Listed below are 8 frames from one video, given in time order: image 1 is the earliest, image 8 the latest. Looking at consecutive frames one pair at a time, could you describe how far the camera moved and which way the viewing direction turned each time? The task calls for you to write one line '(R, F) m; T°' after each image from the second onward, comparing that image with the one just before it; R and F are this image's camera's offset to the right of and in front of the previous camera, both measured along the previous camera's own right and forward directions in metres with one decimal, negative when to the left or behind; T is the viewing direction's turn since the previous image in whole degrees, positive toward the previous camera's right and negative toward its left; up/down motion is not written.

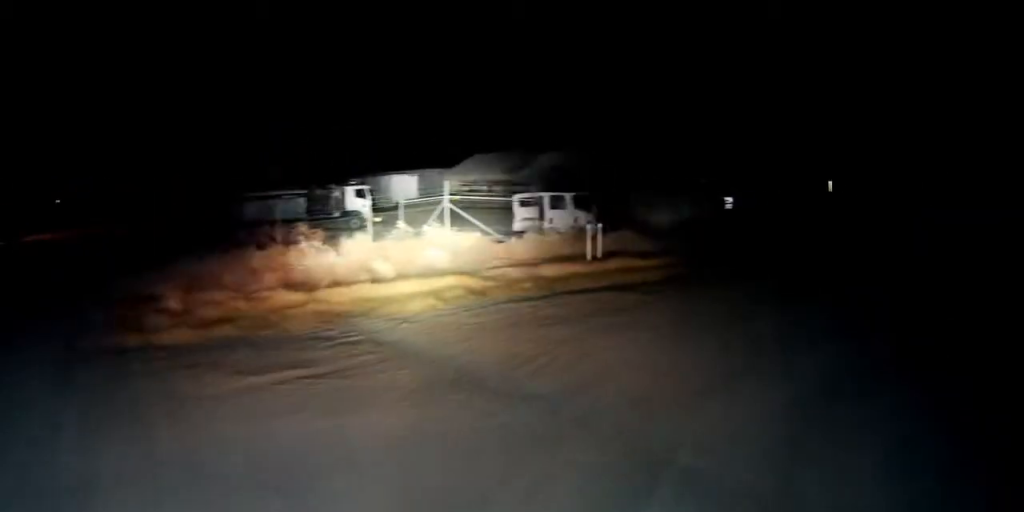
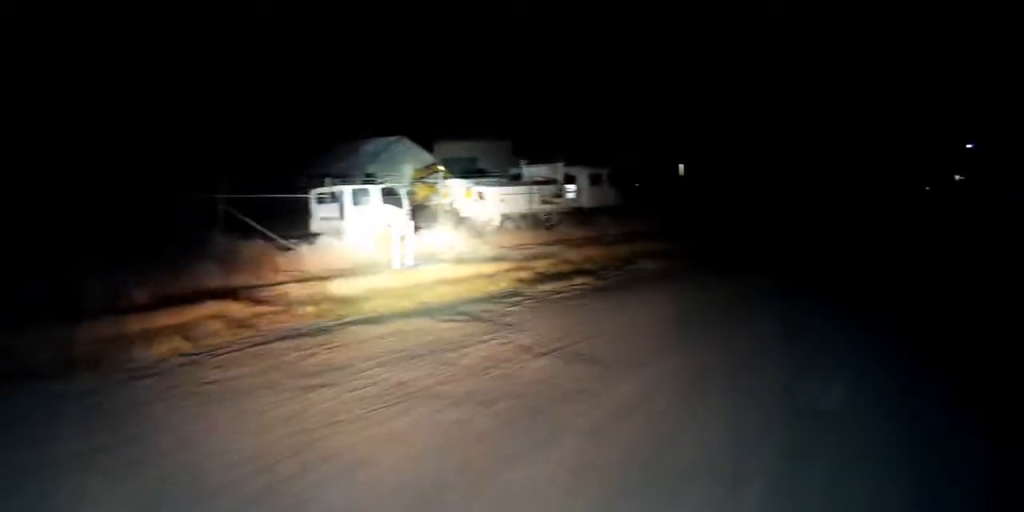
(+0.4, +5.2) m; +11°
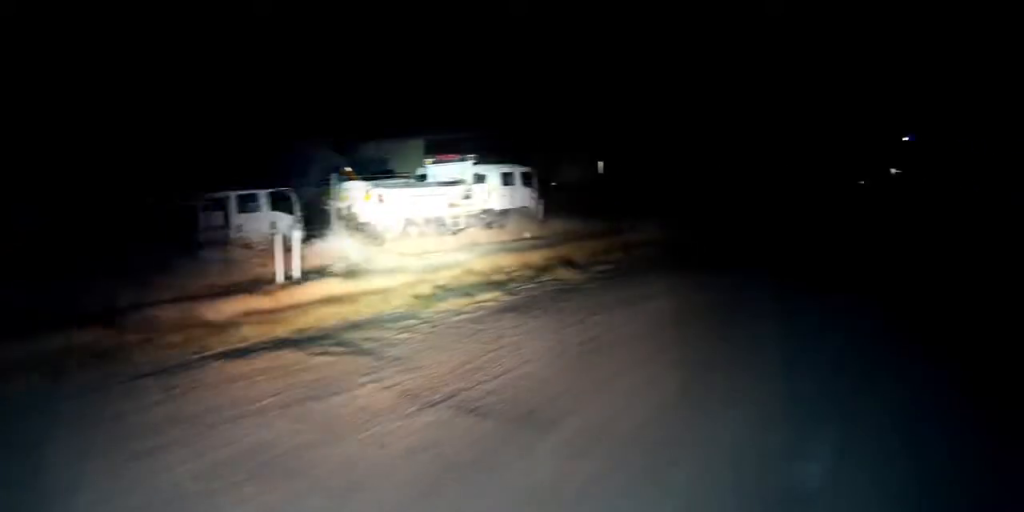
(0.0, +2.6) m; +6°
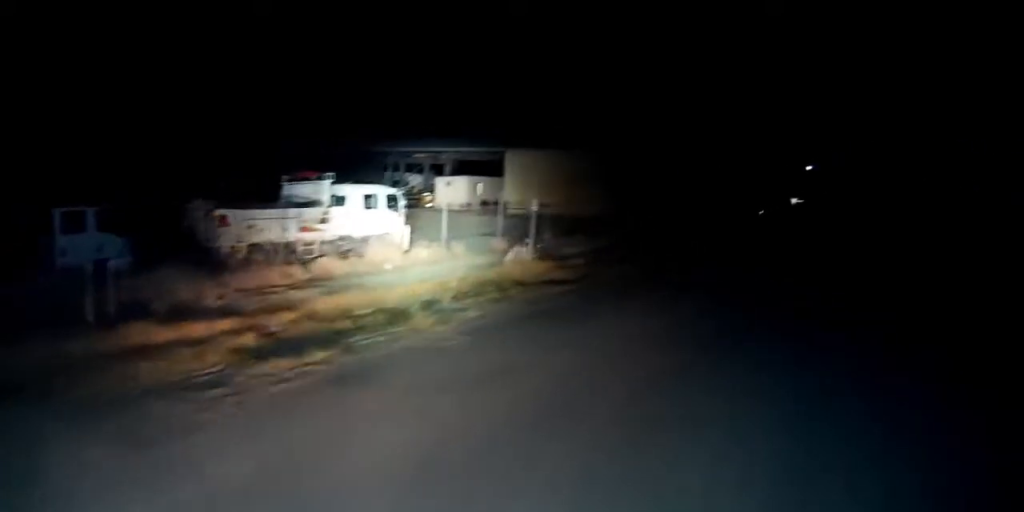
(+0.3, +3.5) m; +8°
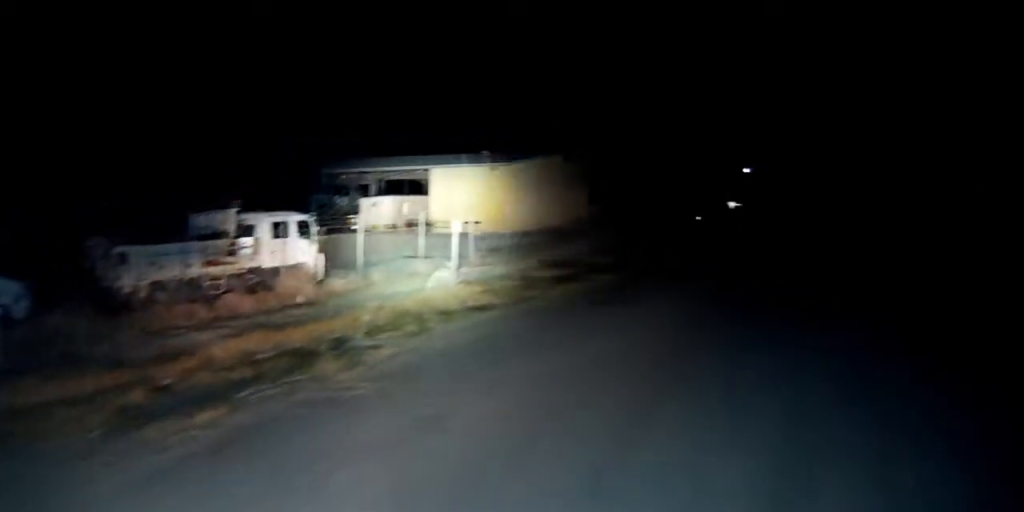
(0.0, +2.0) m; +5°
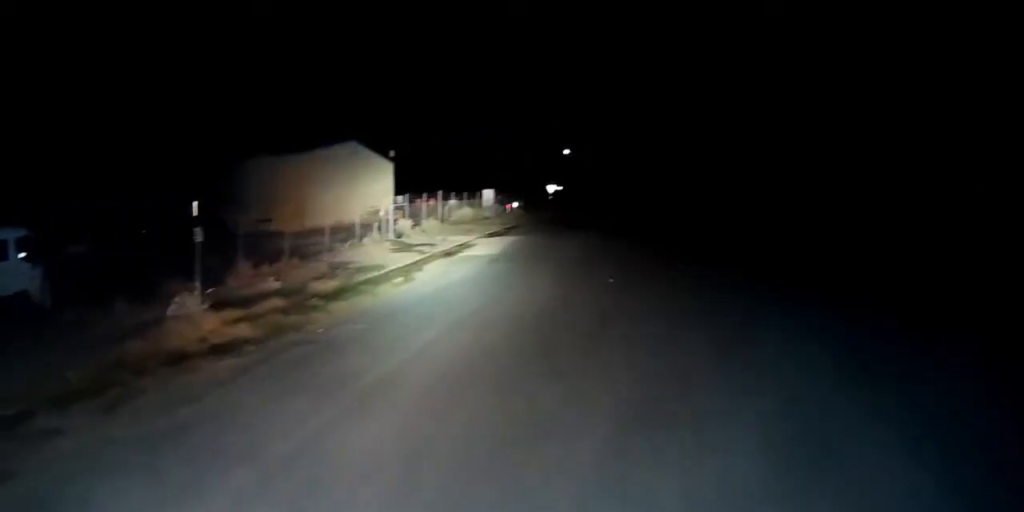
(+0.9, +6.0) m; +16°
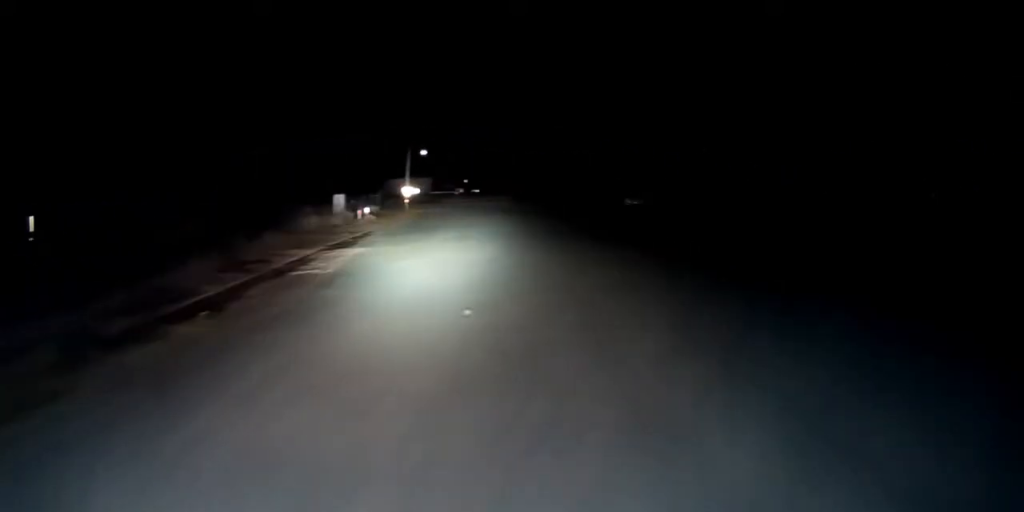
(+0.5, +5.4) m; +7°
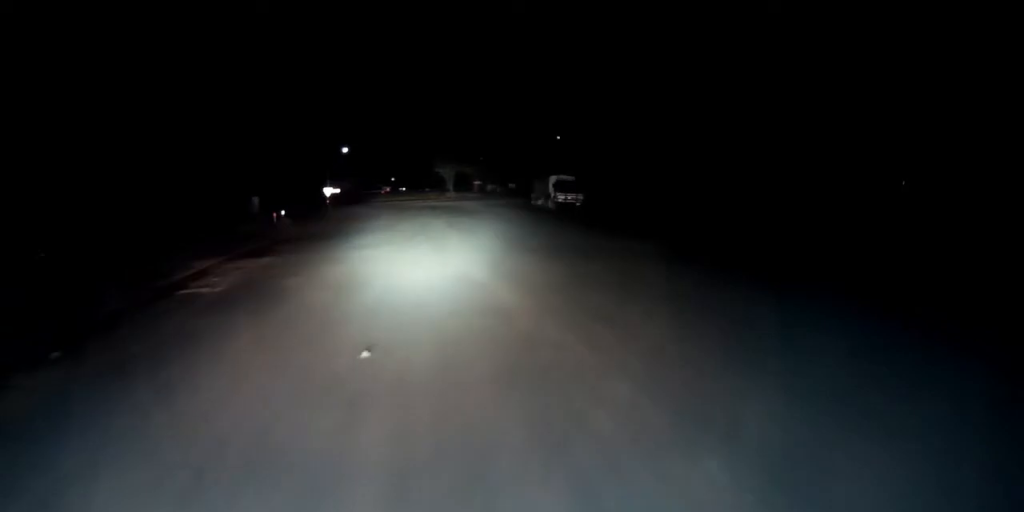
(+0.1, +4.6) m; +1°
